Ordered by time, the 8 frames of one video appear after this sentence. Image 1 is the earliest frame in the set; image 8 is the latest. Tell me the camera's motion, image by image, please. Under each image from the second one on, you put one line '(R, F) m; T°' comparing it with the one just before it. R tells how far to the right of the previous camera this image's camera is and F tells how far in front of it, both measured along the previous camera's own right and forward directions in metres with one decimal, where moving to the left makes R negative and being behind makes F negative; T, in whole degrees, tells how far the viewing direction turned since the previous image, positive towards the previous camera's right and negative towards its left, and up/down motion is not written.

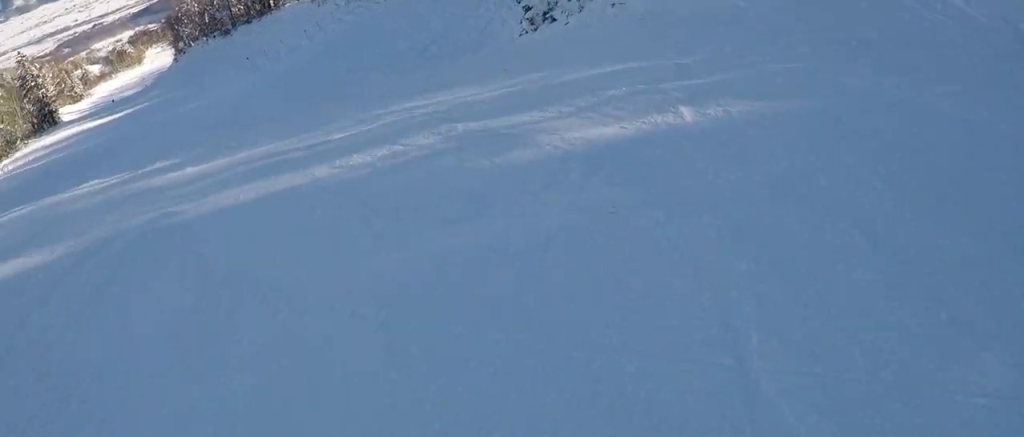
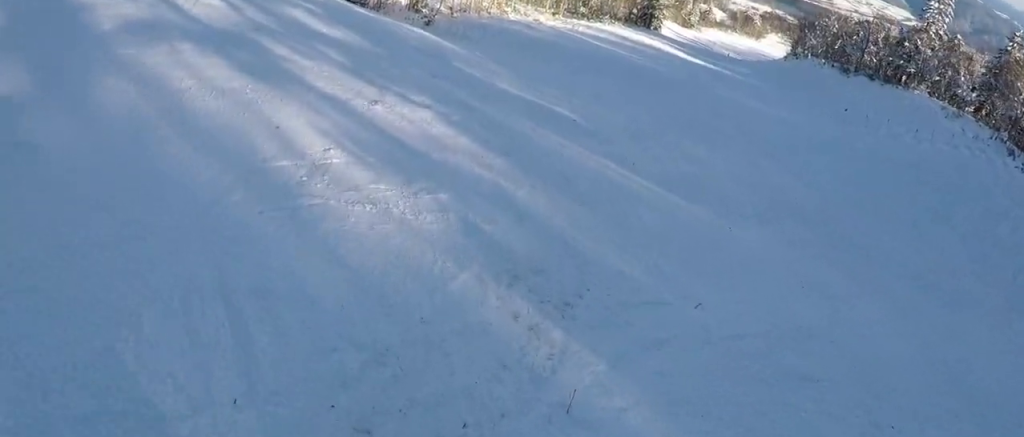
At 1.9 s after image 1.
(-2.2, +7.3) m; -58°
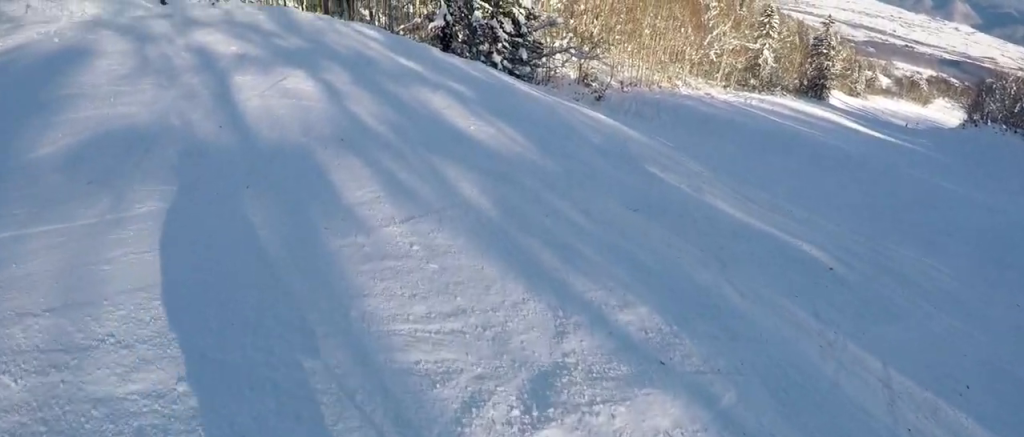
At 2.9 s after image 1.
(-1.3, +4.3) m; -24°
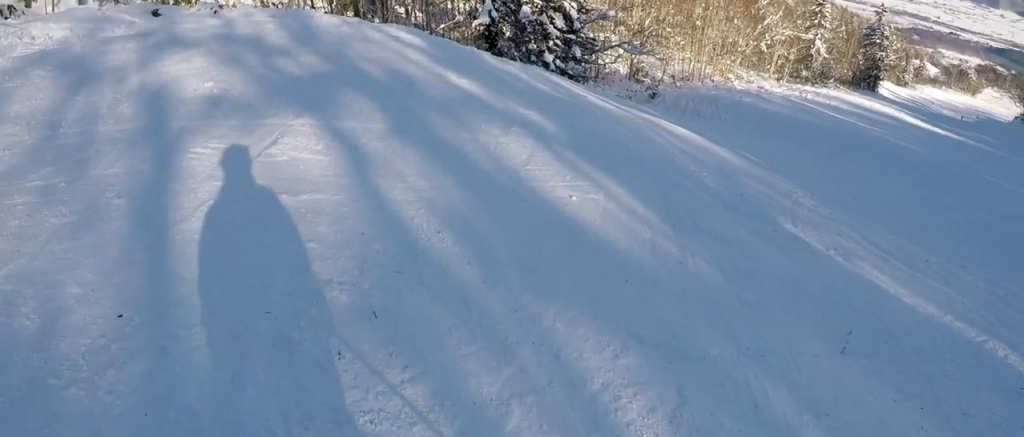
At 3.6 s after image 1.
(-0.5, +3.5) m; +13°
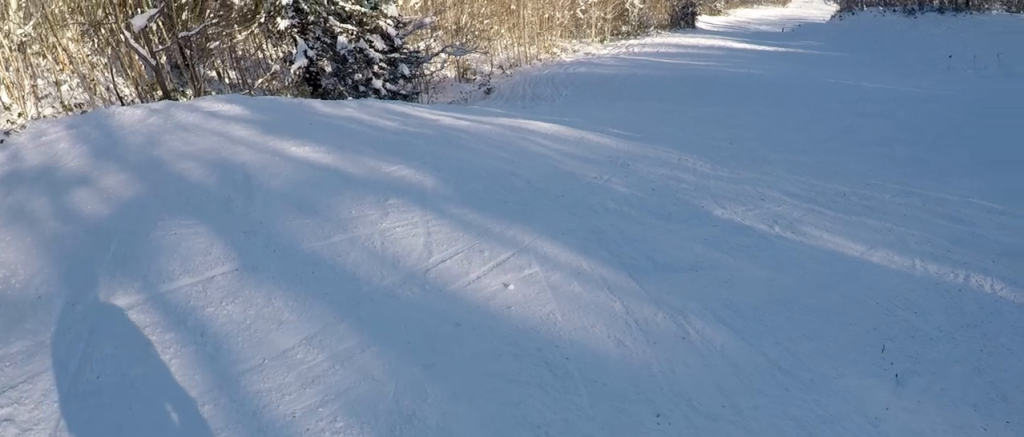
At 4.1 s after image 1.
(0.0, +2.0) m; +14°
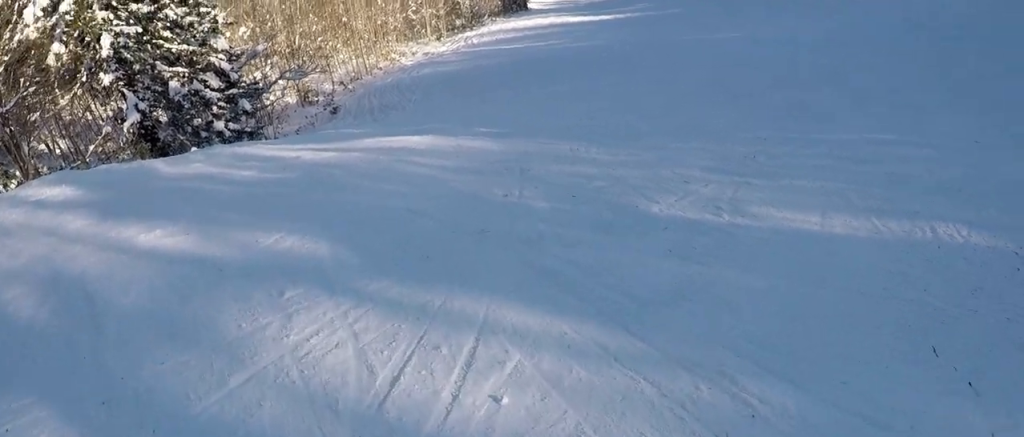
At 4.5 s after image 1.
(+0.6, +1.9) m; +18°
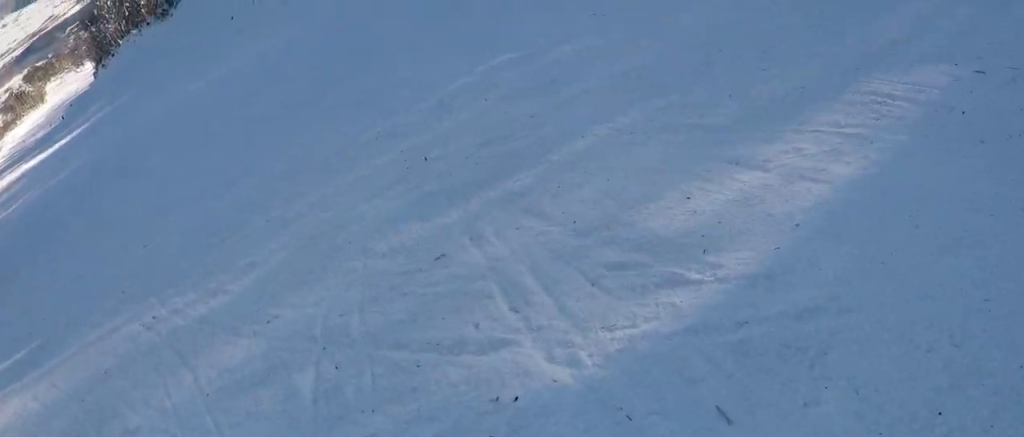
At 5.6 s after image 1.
(+2.4, +5.4) m; +42°
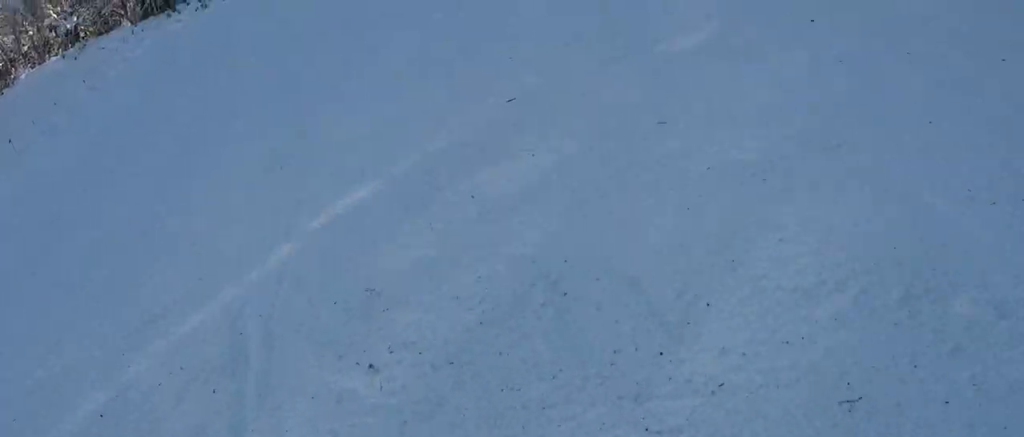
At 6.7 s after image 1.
(+1.7, +6.0) m; +13°
